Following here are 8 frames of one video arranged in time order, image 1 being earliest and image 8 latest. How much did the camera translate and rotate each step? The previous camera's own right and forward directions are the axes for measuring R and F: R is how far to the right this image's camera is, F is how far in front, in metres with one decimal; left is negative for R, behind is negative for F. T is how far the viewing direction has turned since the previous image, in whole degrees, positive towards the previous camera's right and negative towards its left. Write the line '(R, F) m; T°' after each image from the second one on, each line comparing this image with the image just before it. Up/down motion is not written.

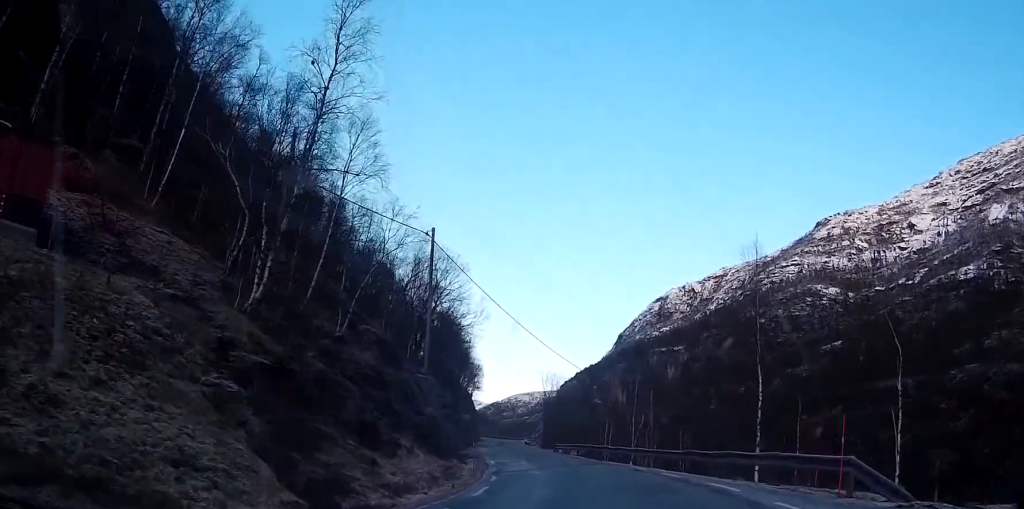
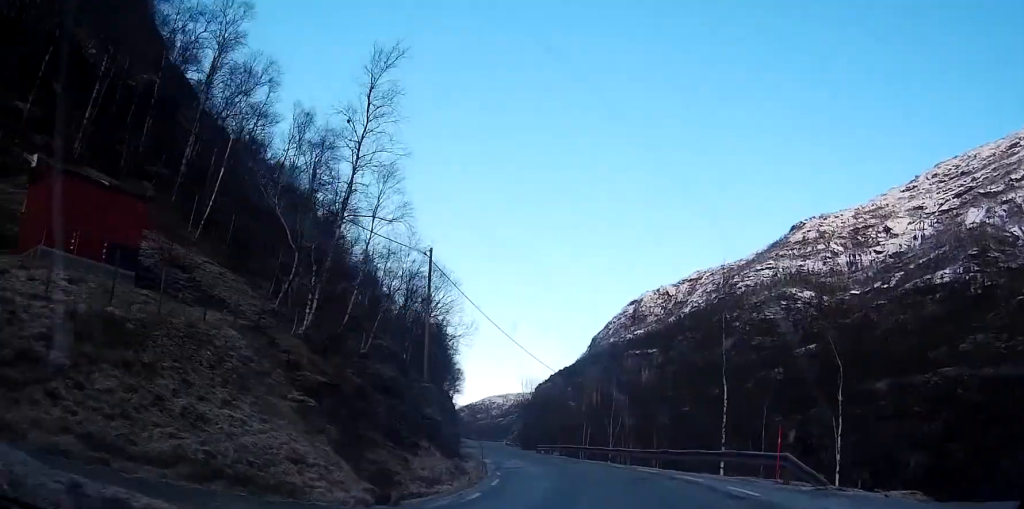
(0.0, +6.0) m; -2°
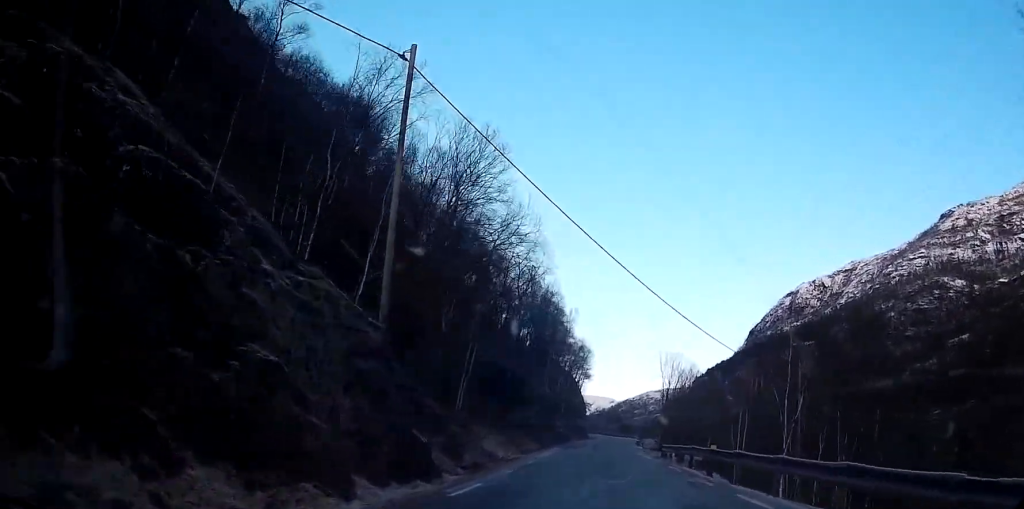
(-2.9, +22.9) m; -13°
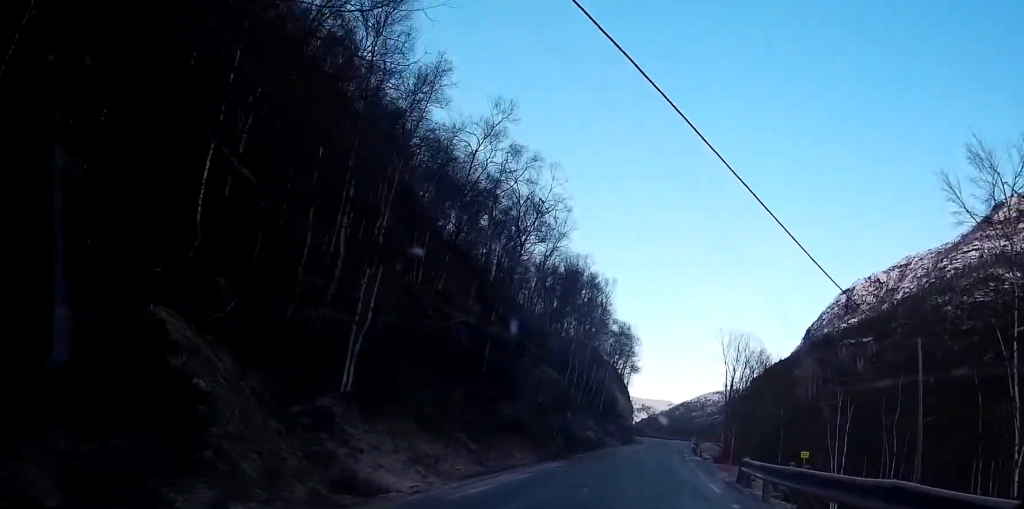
(-1.2, +19.2) m; -6°
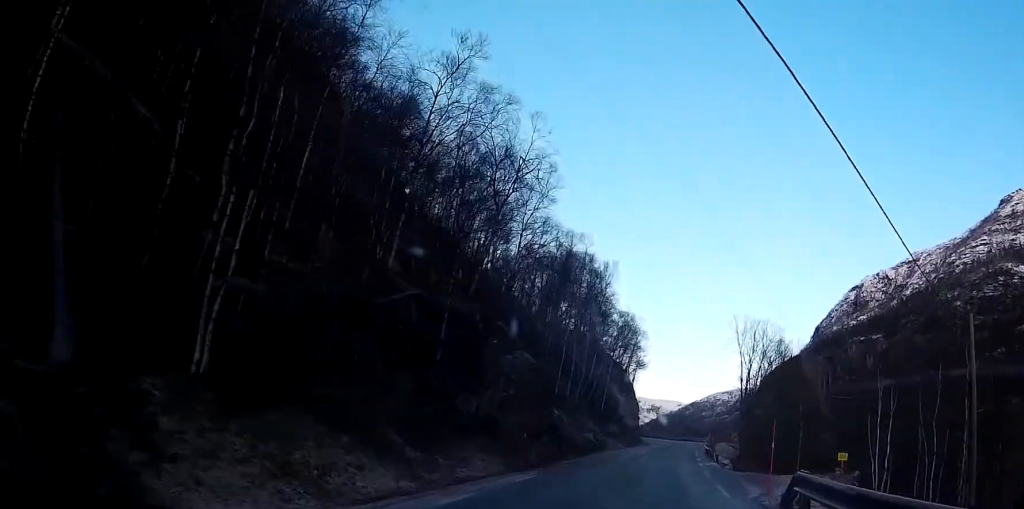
(-0.1, +7.4) m; -2°
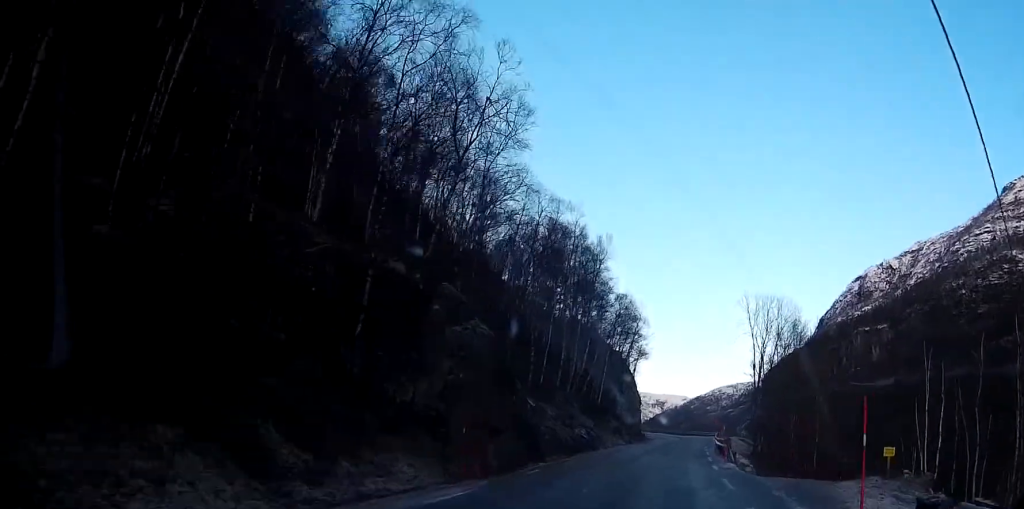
(-0.1, +7.0) m; -1°
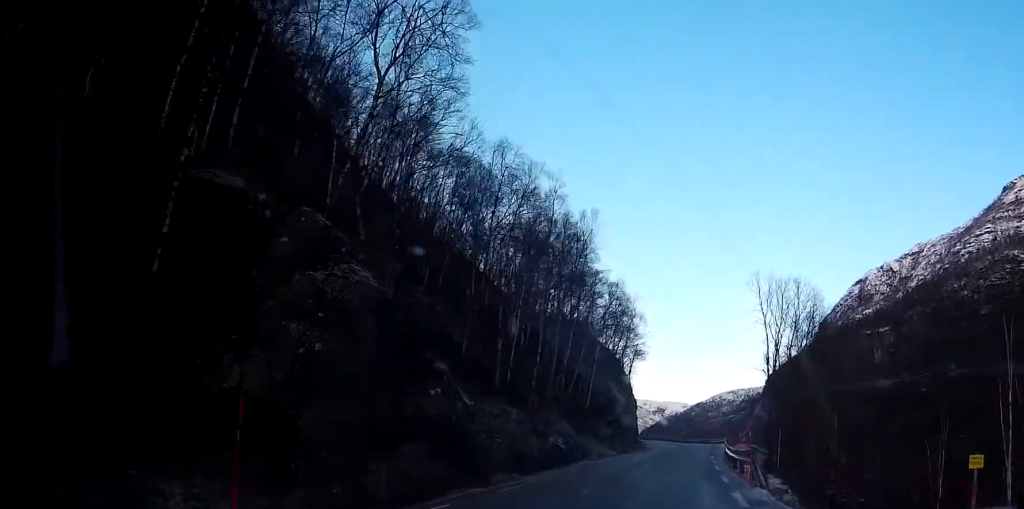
(-0.1, +8.6) m; 0°
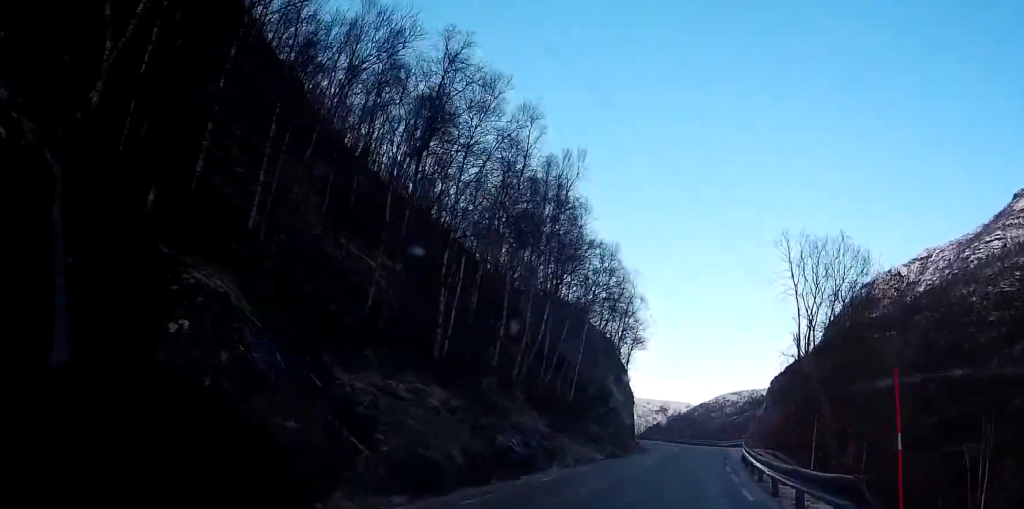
(0.0, +10.5) m; +1°
